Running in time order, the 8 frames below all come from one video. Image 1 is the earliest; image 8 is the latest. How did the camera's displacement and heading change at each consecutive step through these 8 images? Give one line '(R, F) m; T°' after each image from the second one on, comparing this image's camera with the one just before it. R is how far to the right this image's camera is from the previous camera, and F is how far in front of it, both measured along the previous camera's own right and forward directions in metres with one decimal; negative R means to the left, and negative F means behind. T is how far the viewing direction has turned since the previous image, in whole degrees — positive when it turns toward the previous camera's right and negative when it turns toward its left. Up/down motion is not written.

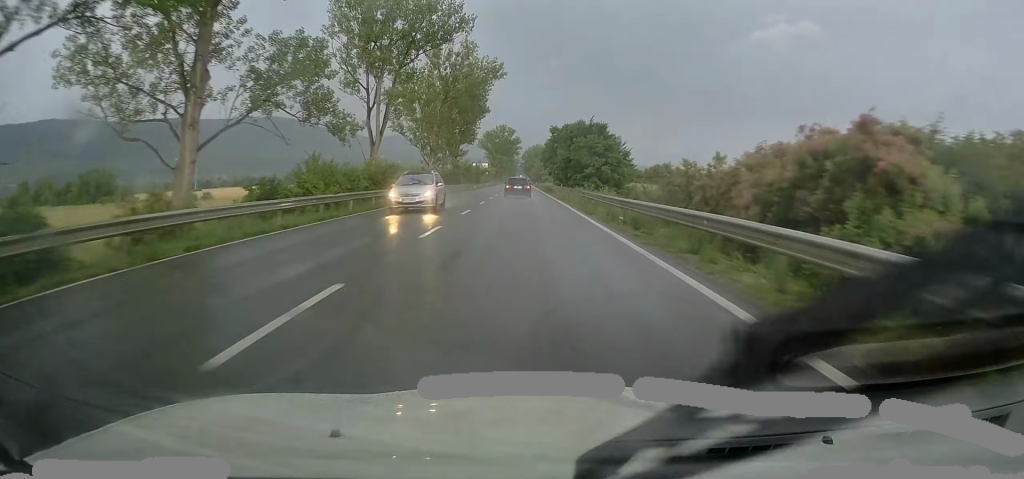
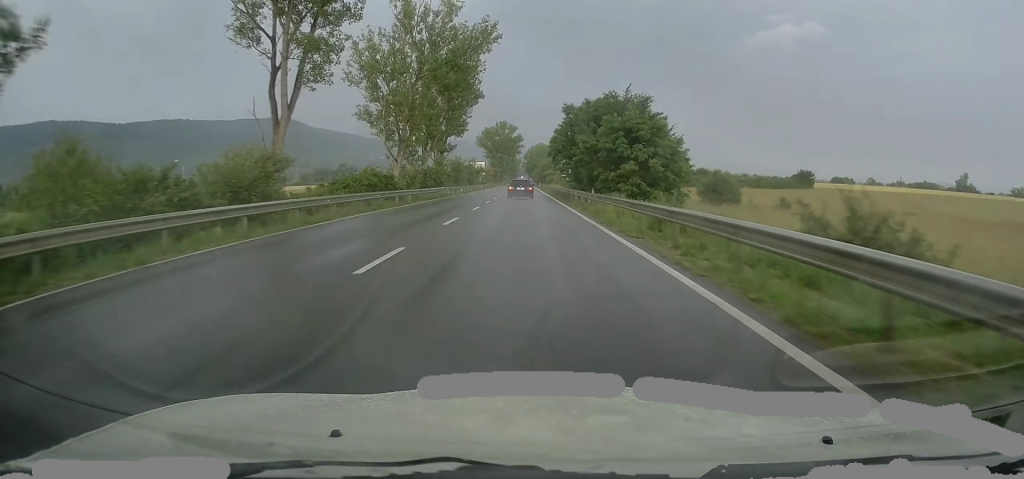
(+0.4, +22.2) m; -1°
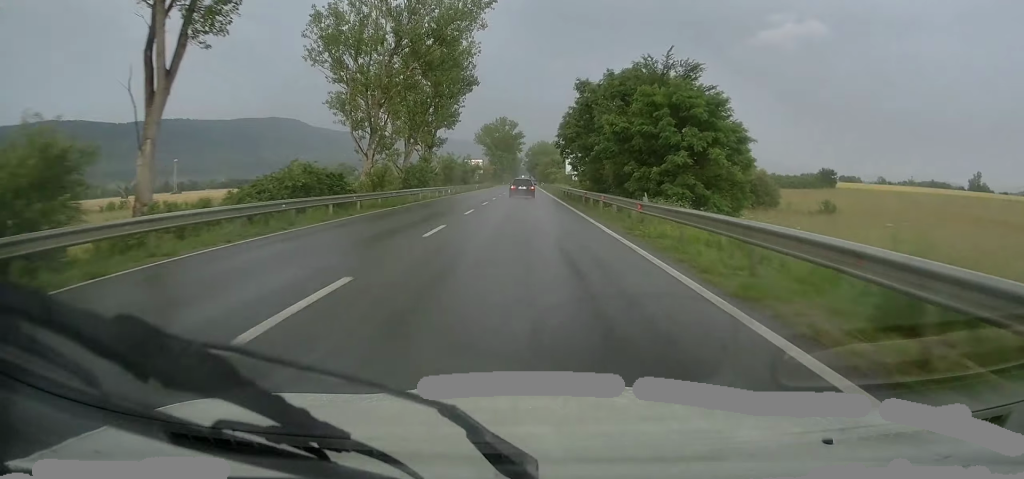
(-0.4, +12.4) m; -1°
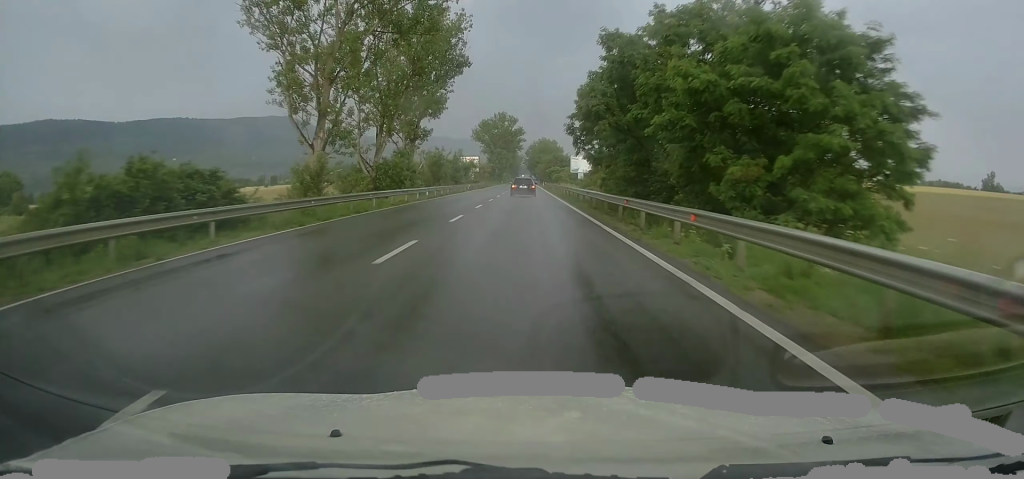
(-0.3, +13.1) m; 0°
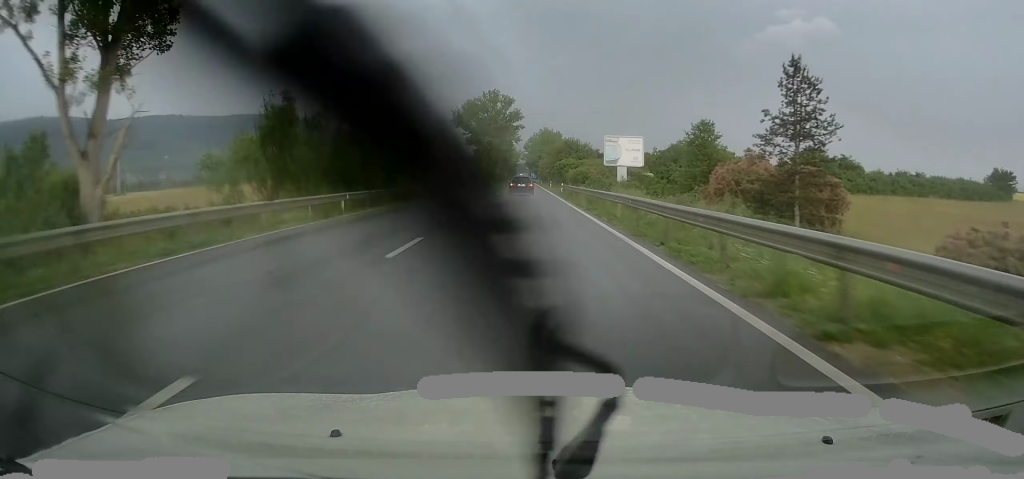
(+1.1, +52.5) m; +1°
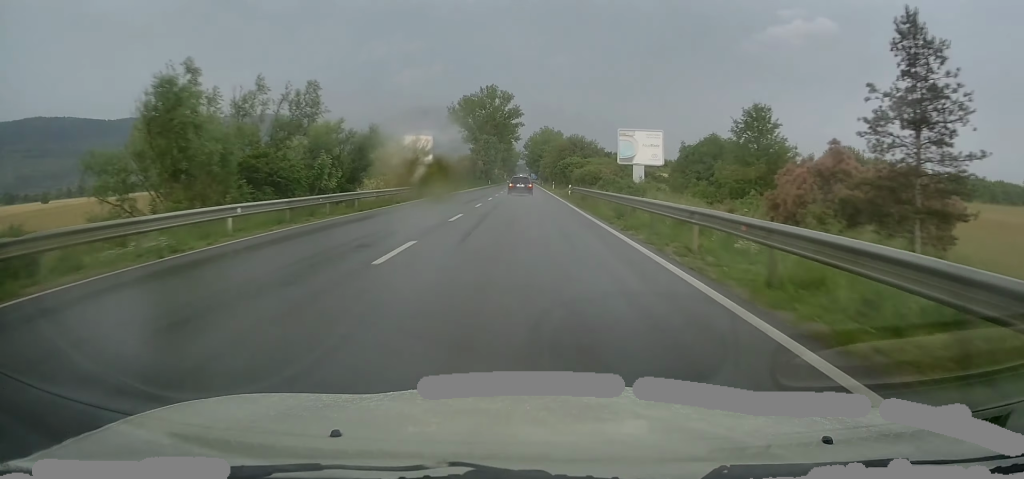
(+0.1, +10.0) m; 0°
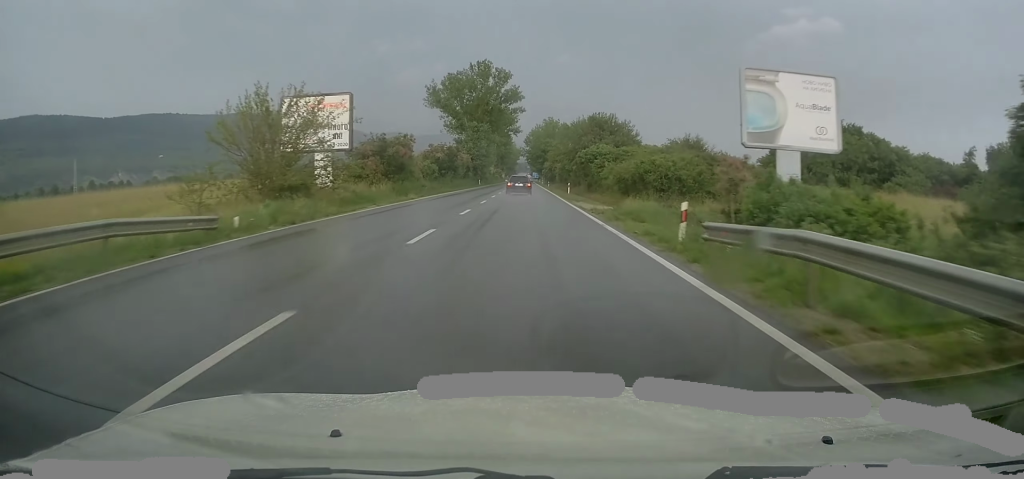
(-0.3, +33.2) m; 0°
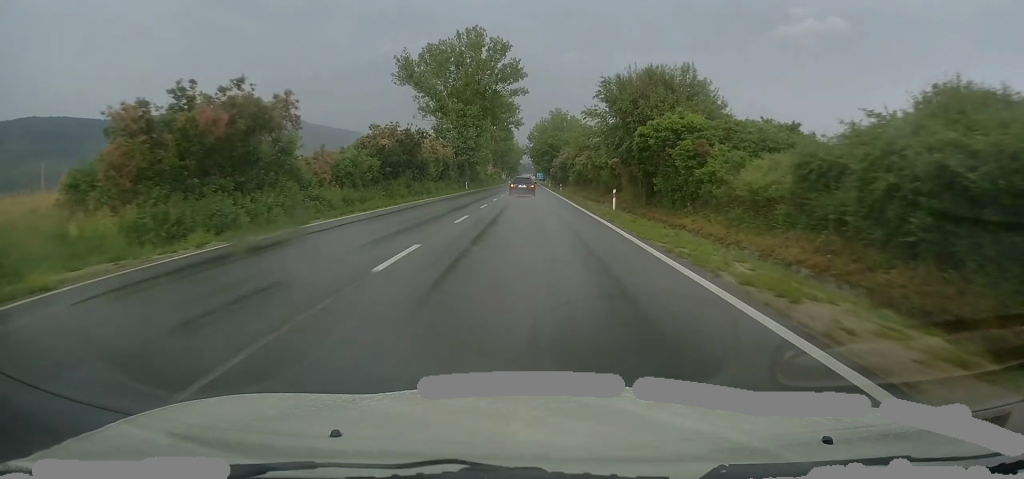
(+0.1, +30.1) m; -1°
